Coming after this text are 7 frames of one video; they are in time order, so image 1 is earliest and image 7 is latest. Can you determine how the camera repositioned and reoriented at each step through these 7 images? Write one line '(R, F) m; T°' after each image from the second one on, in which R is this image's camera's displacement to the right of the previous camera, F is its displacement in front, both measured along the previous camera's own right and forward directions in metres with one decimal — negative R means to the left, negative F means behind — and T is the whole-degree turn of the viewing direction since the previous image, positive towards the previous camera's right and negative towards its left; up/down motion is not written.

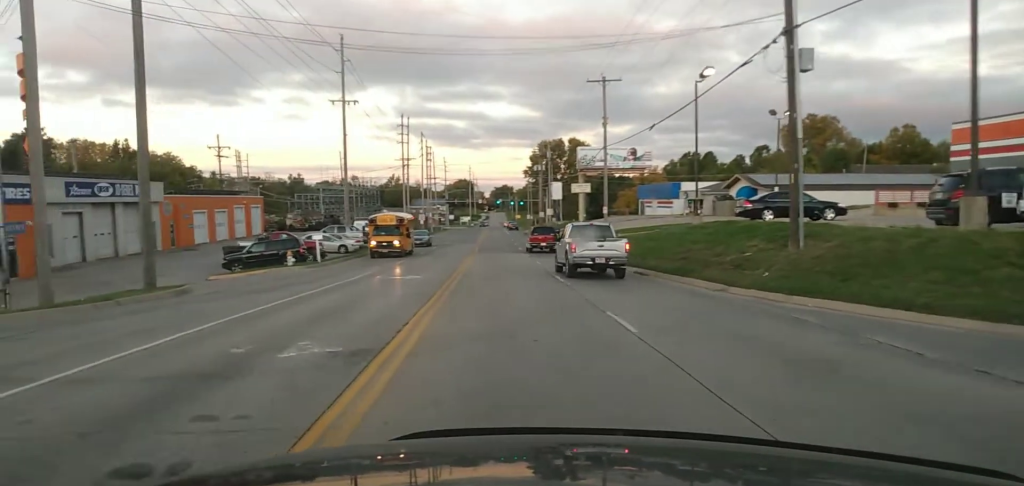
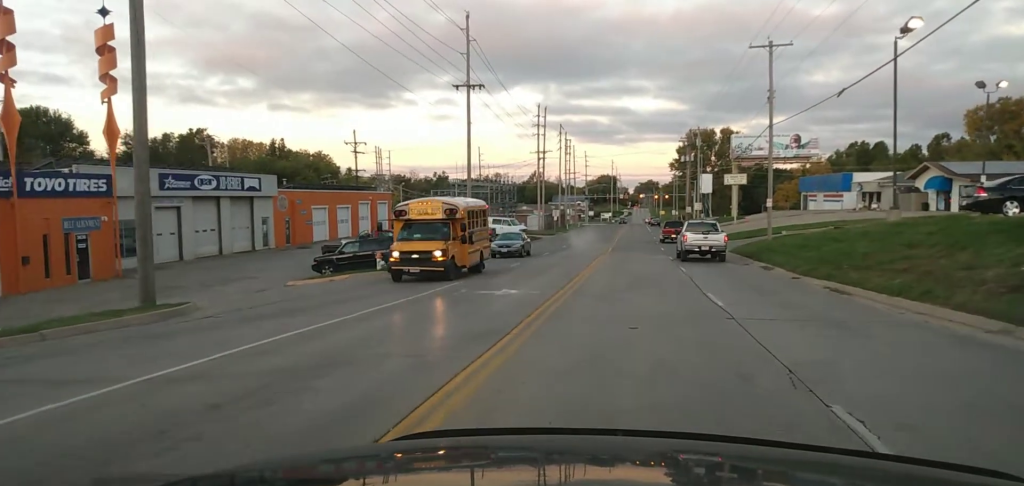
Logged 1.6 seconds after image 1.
(-1.5, +7.8) m; -12°
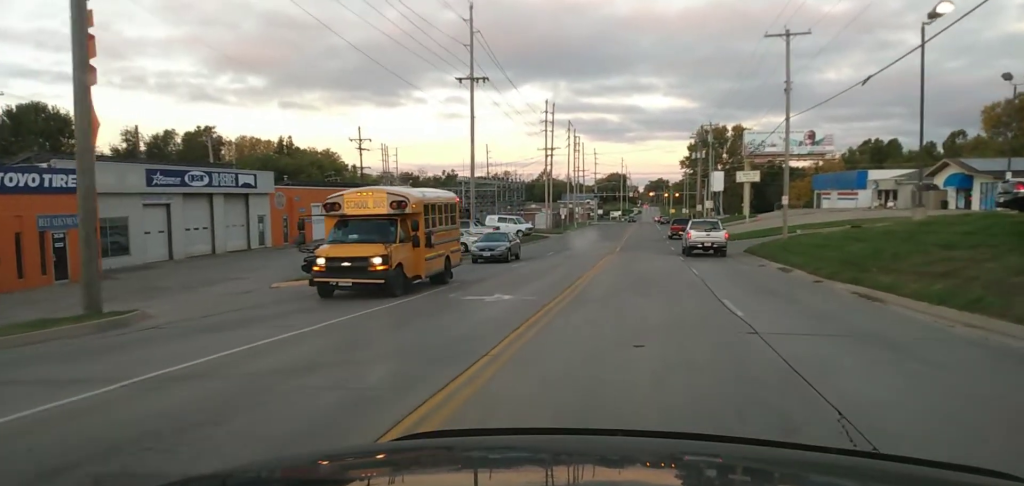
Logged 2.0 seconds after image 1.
(0.0, +2.2) m; -2°
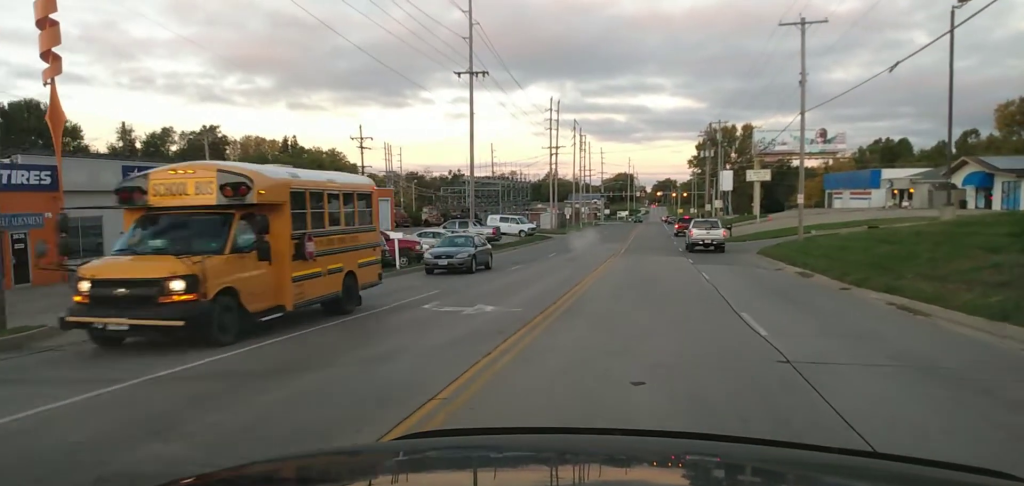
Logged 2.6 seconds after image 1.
(+0.1, +2.6) m; -3°
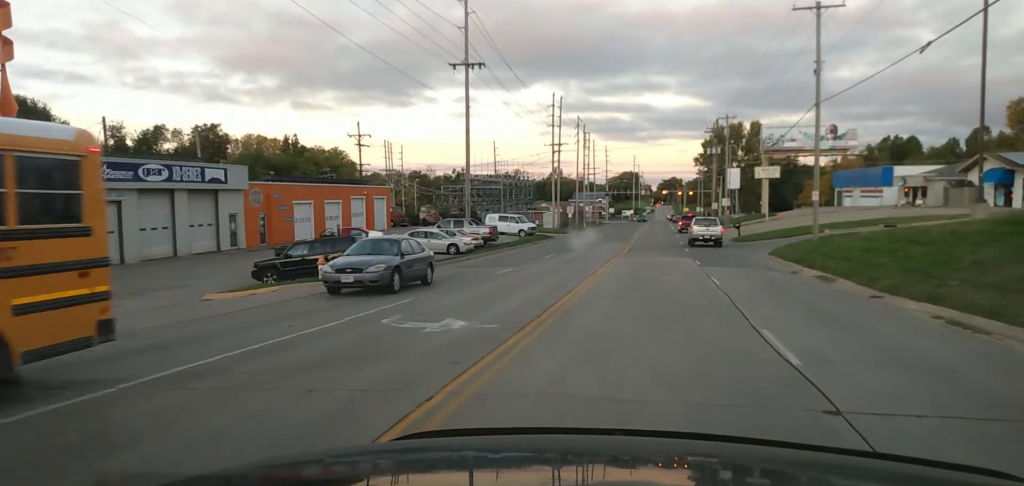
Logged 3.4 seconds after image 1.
(-0.3, +3.2) m; -7°
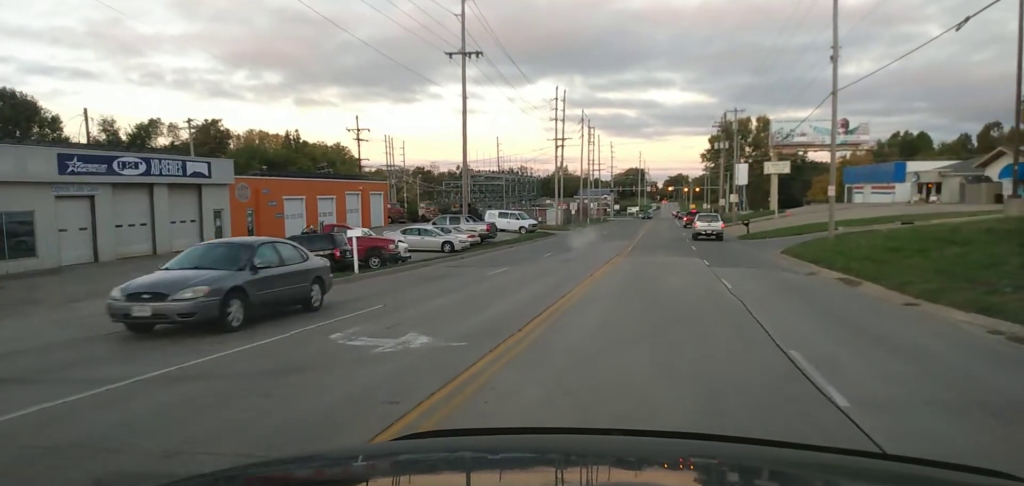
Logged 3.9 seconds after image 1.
(-0.1, +2.3) m; -4°
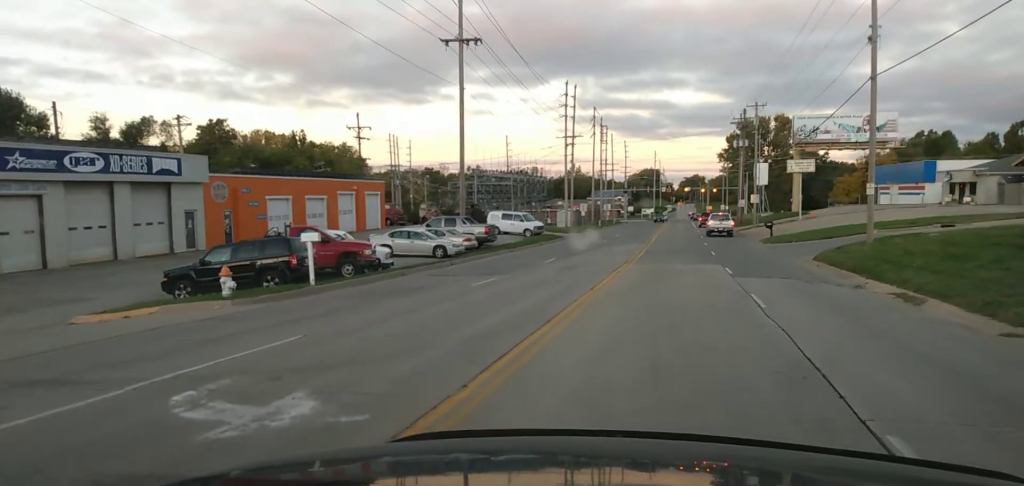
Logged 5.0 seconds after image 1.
(-0.1, +4.2) m; +3°
